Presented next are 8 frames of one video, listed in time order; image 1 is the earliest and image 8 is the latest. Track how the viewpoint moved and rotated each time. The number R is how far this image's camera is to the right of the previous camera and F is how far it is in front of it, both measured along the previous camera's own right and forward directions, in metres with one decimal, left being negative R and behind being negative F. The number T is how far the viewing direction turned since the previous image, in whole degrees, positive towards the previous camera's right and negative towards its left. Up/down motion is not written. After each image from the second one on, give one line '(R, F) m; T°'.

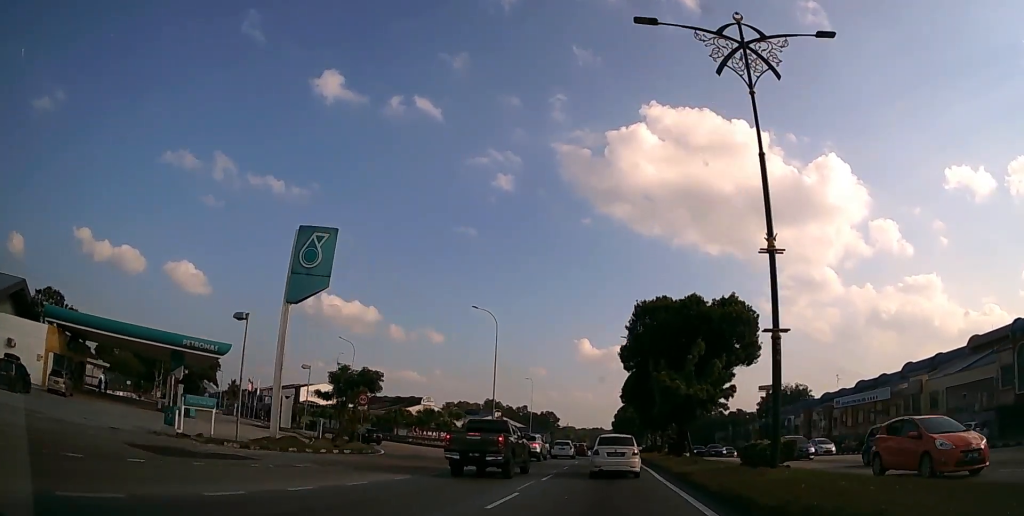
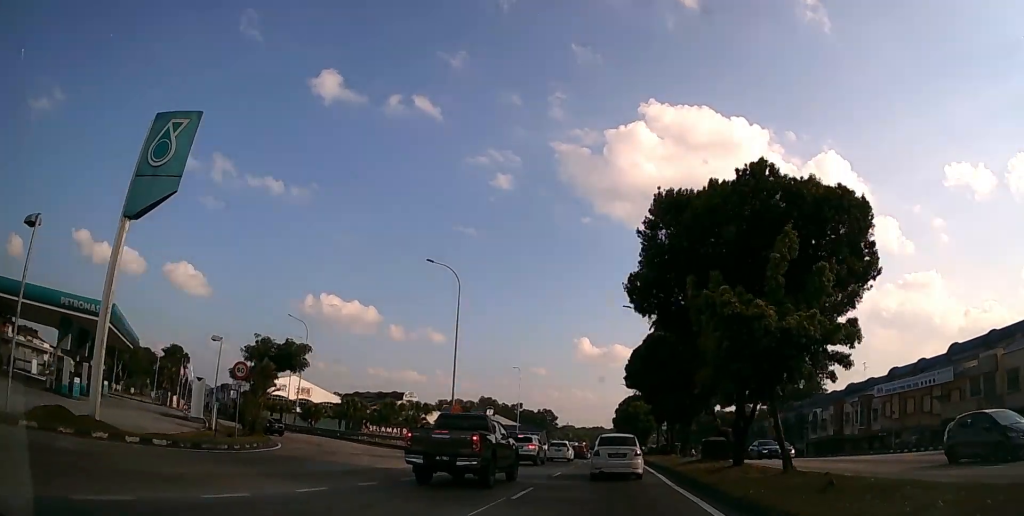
(+0.1, +13.1) m; 0°
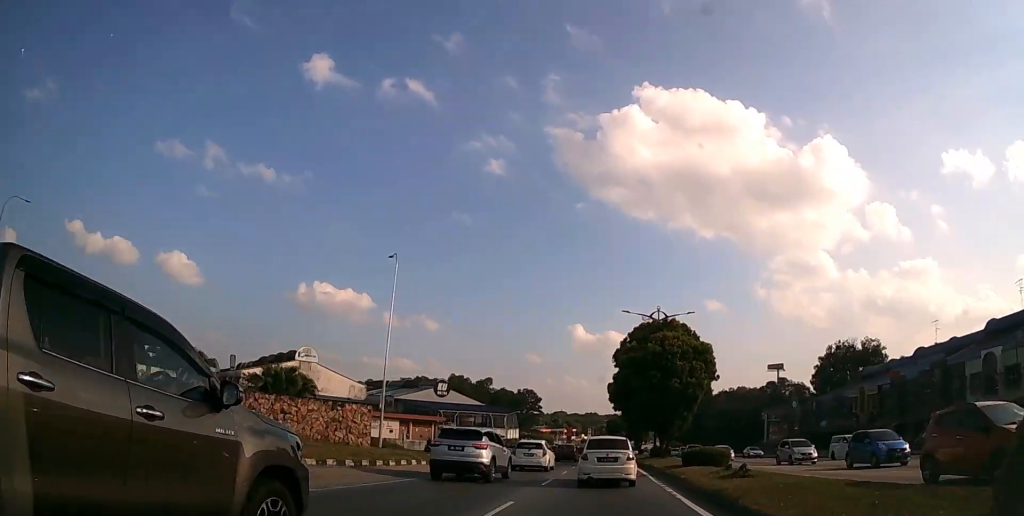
(+0.3, +45.9) m; +1°
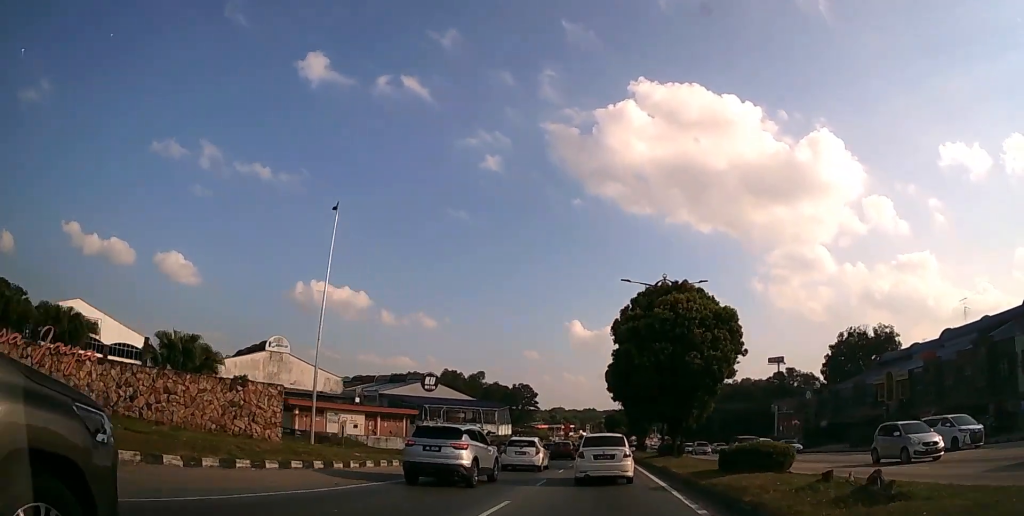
(0.0, +8.1) m; 0°
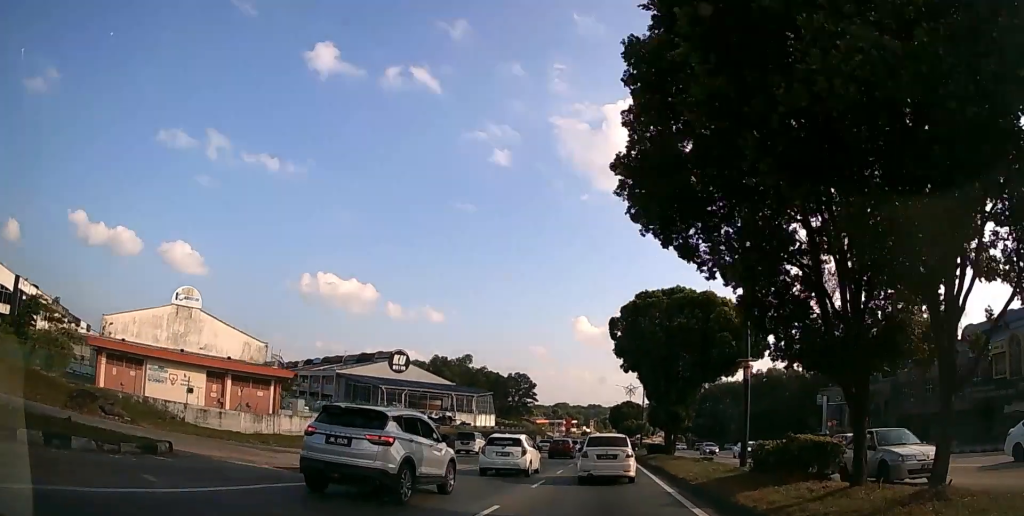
(-0.2, +22.2) m; -1°
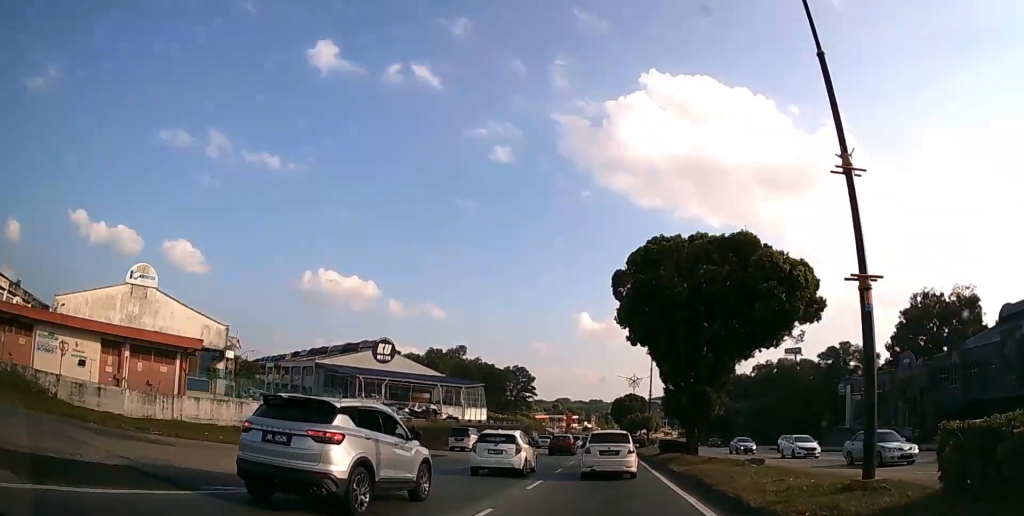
(0.0, +8.4) m; 0°
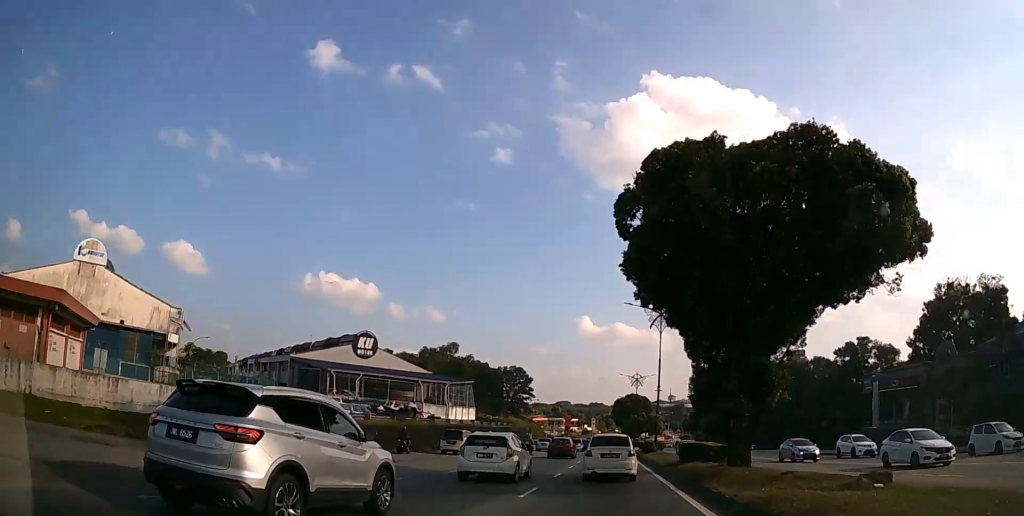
(0.0, +8.2) m; 0°
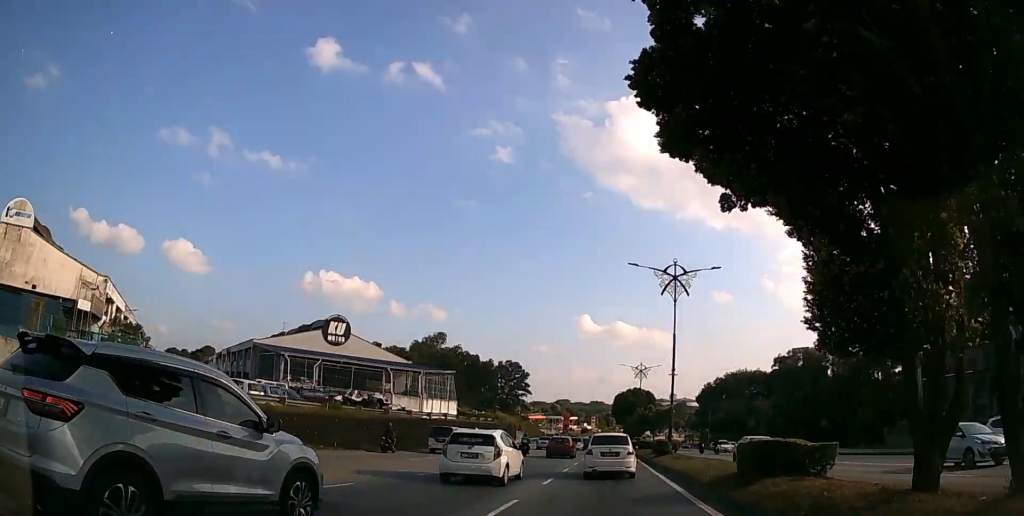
(0.0, +9.9) m; 0°
